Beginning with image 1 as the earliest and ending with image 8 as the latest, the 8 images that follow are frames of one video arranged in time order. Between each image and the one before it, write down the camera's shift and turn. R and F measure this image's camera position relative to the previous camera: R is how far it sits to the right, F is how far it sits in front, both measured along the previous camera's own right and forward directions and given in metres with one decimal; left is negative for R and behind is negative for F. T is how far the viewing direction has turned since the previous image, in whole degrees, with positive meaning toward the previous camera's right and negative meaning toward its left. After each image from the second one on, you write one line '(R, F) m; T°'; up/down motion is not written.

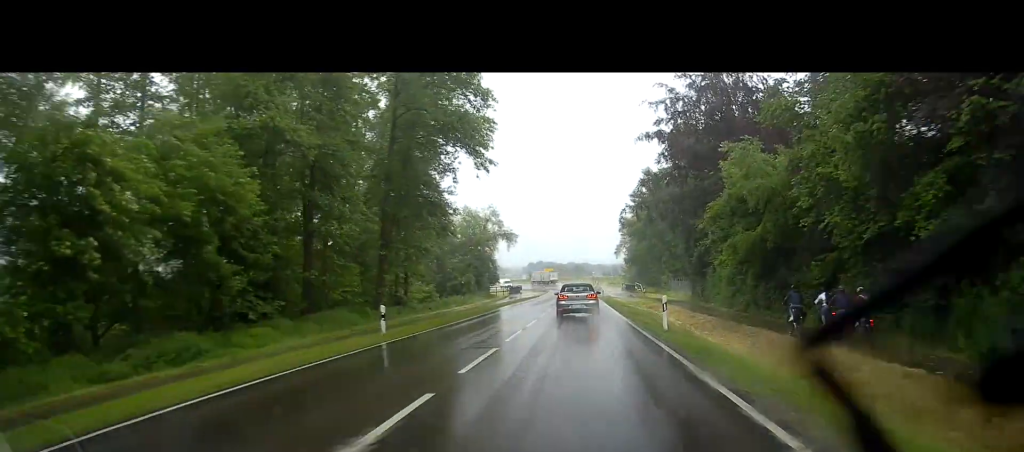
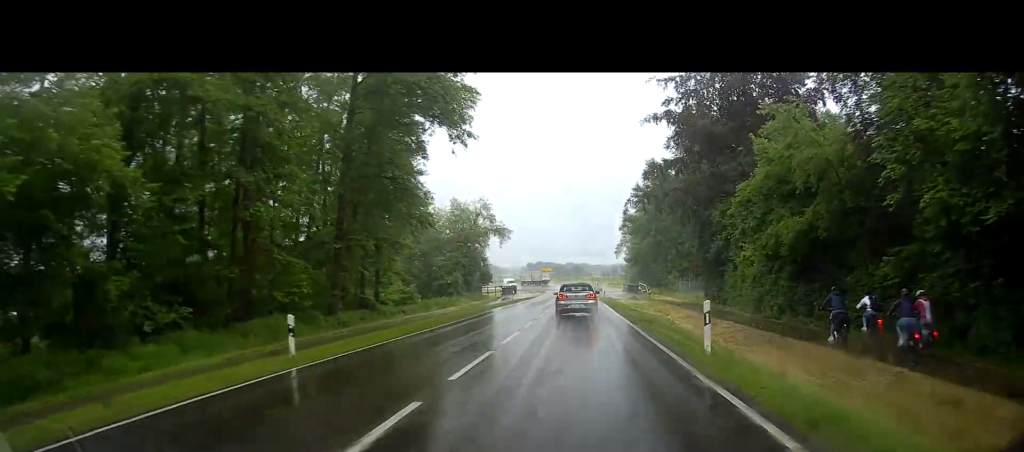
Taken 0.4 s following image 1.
(-0.2, +6.7) m; 0°
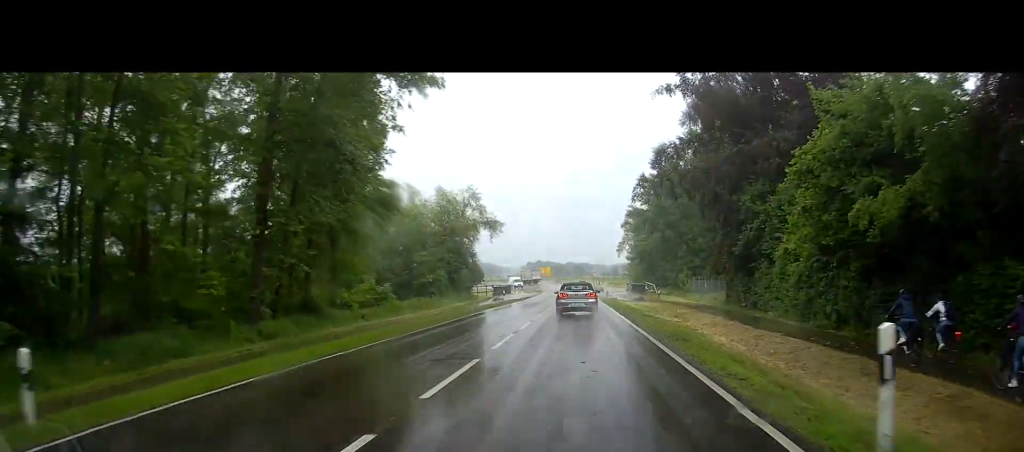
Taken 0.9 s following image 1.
(+0.2, +7.7) m; 0°
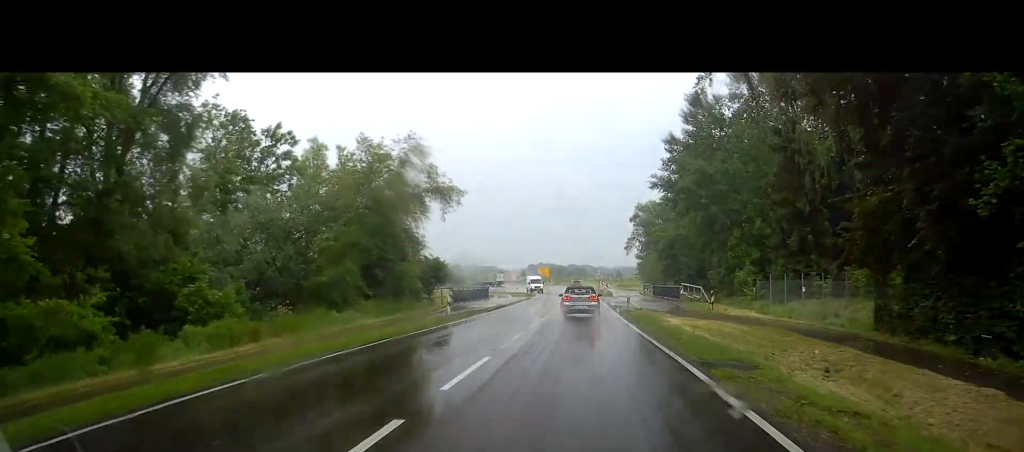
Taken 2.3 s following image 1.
(+0.3, +23.3) m; 0°
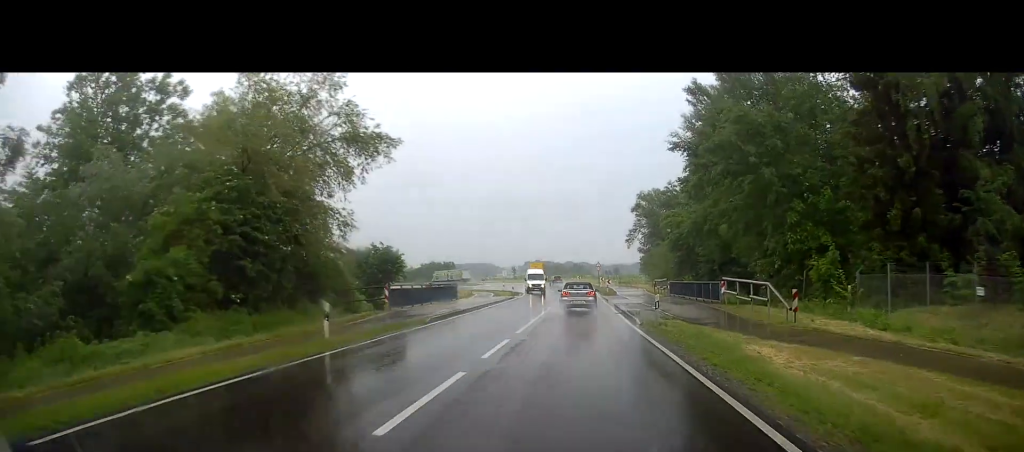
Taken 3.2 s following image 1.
(-0.1, +14.8) m; +1°
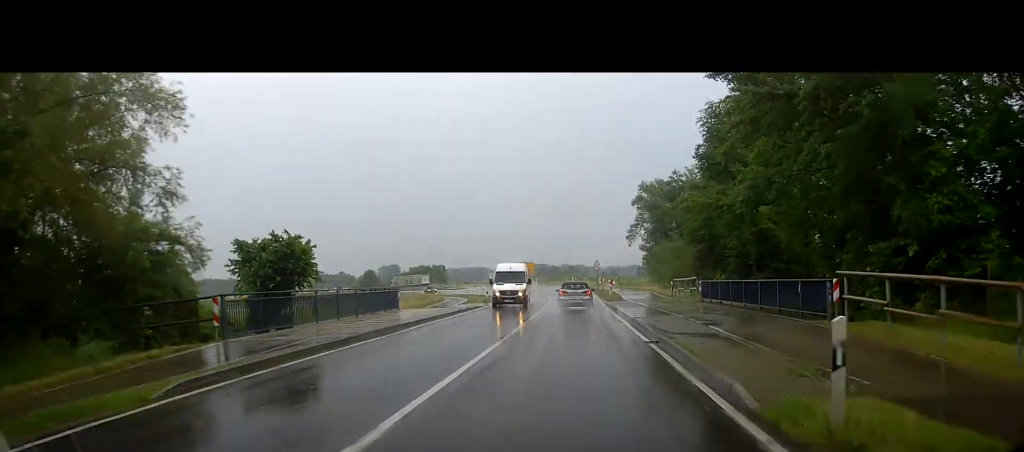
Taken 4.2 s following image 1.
(+0.3, +15.1) m; 0°
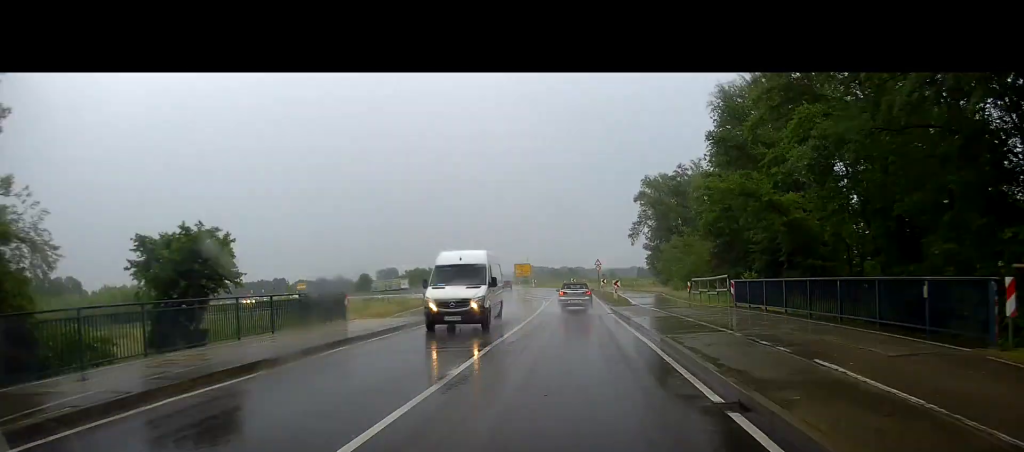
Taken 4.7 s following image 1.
(0.0, +7.8) m; 0°
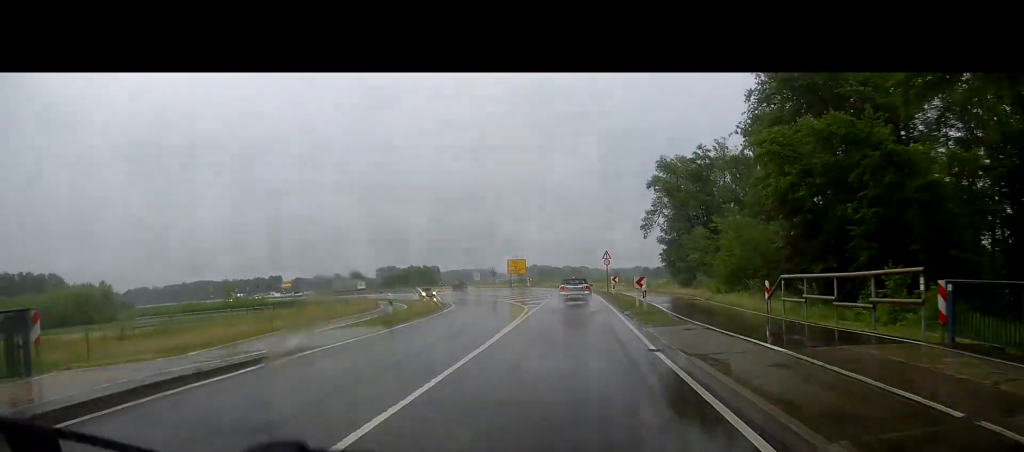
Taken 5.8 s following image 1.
(-0.2, +16.6) m; 0°
